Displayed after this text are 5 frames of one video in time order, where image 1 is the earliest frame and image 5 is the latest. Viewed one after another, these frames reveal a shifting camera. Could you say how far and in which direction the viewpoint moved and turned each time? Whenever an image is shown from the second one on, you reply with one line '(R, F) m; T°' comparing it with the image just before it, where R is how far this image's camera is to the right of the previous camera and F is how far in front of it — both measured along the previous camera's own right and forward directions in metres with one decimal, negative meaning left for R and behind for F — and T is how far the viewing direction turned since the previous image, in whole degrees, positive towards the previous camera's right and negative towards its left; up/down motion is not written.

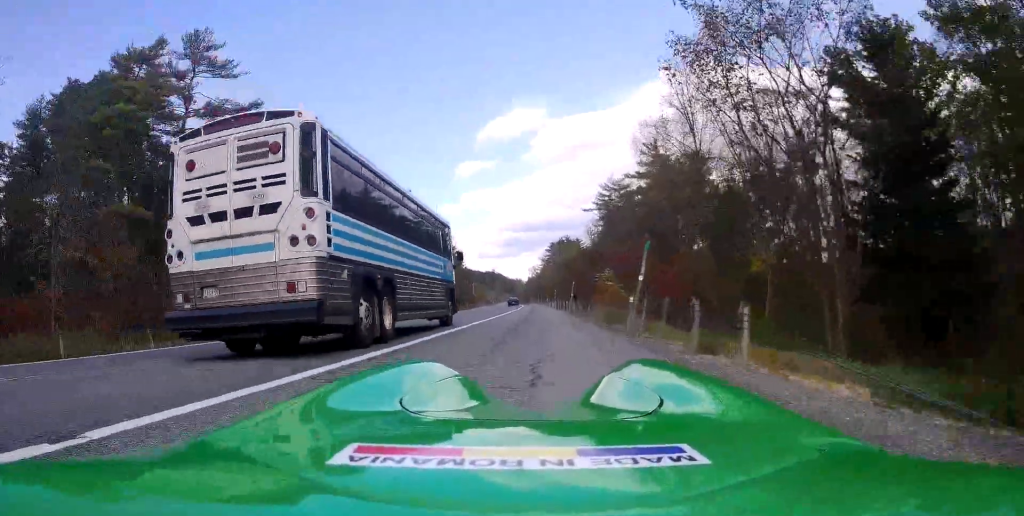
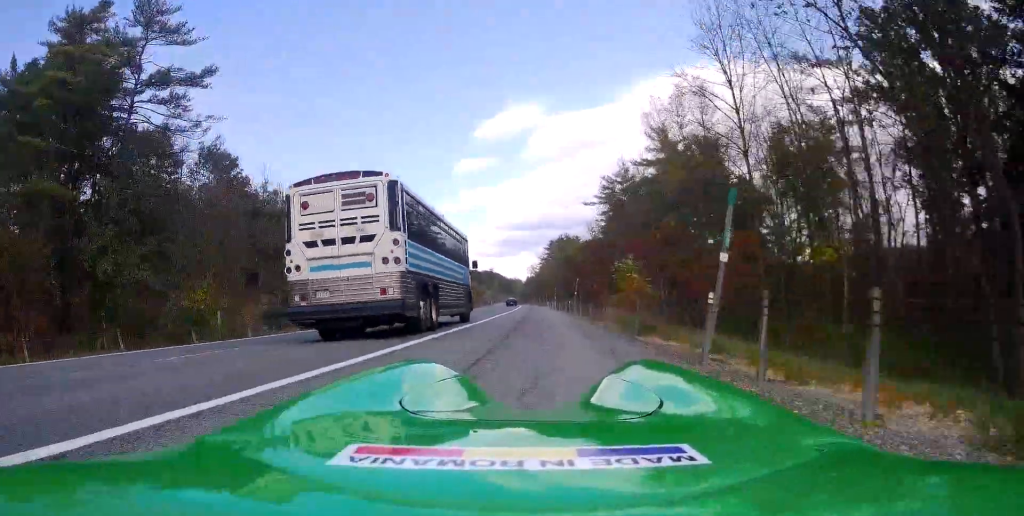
(+0.2, +6.5) m; 0°
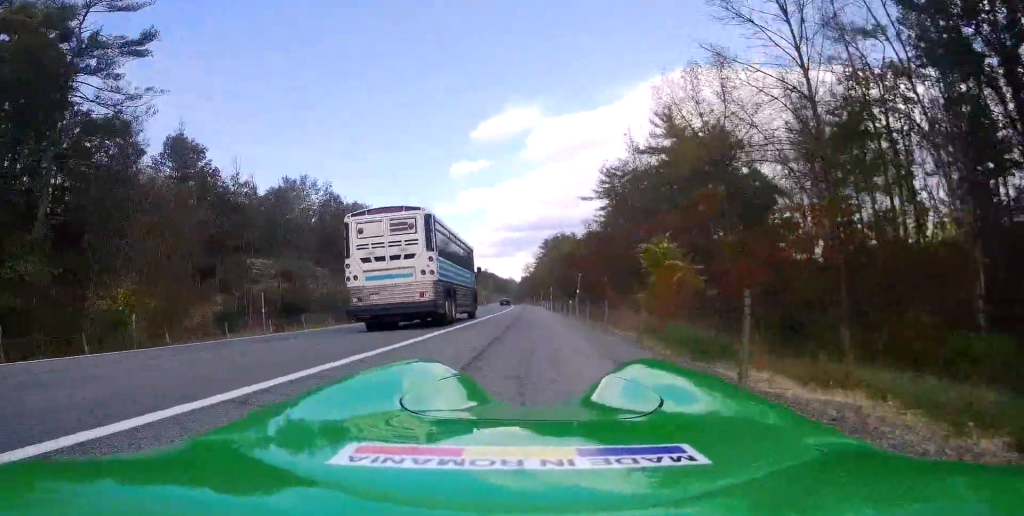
(+0.2, +6.5) m; 0°
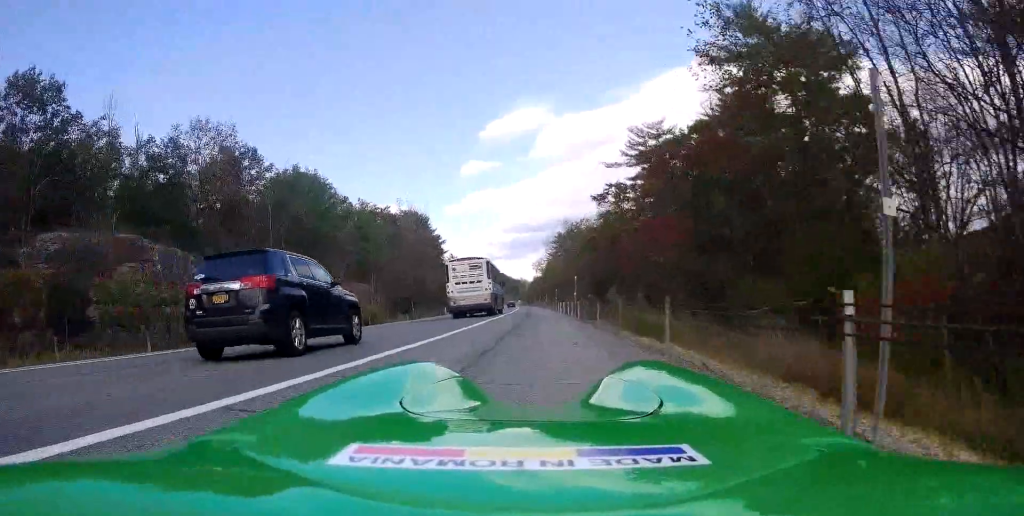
(-0.6, +26.2) m; -2°
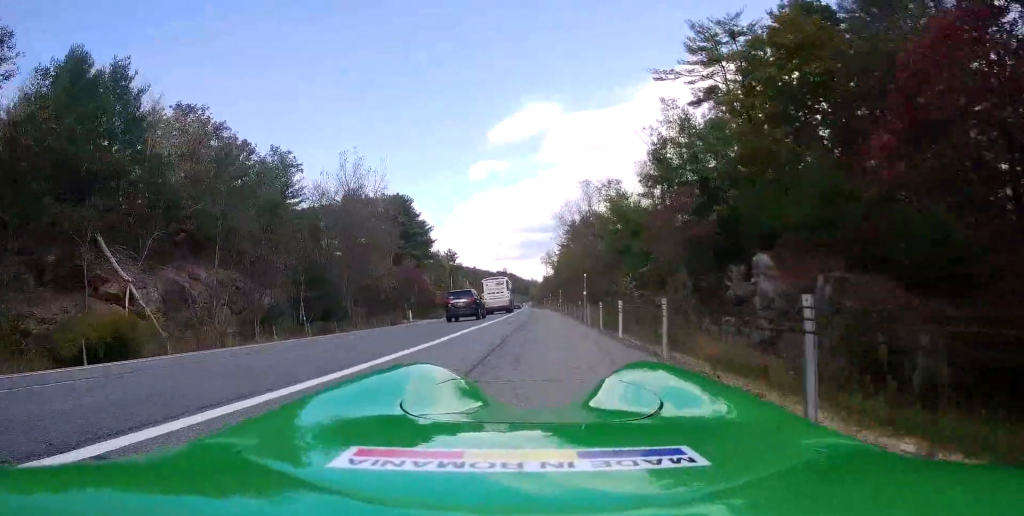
(-0.7, +33.1) m; -2°
